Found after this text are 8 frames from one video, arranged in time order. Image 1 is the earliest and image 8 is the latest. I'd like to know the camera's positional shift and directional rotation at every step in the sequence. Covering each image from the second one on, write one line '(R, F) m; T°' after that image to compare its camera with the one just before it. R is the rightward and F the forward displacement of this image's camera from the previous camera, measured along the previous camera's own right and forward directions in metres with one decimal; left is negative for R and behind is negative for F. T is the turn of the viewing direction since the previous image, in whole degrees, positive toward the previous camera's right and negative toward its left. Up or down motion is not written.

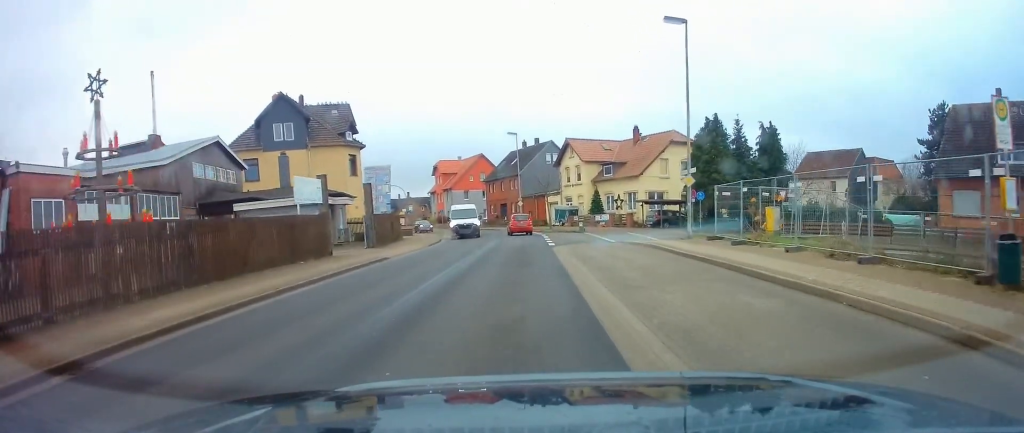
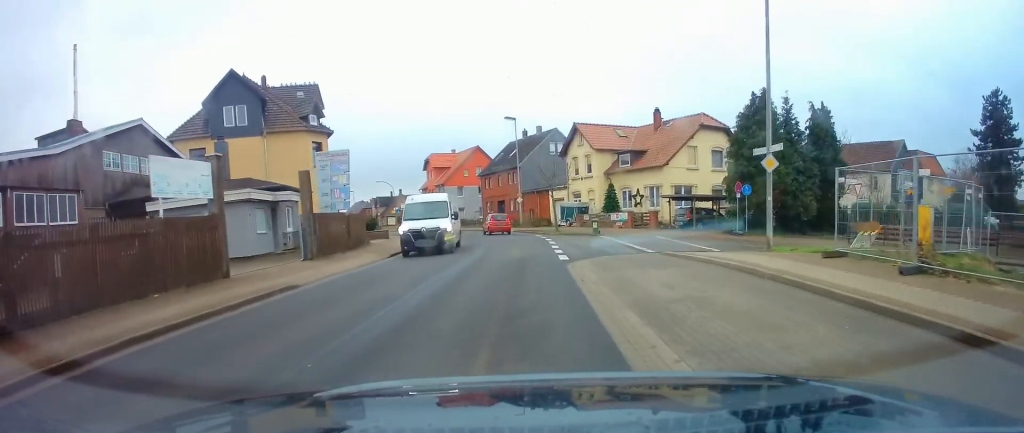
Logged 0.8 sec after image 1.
(+0.2, +9.0) m; 0°
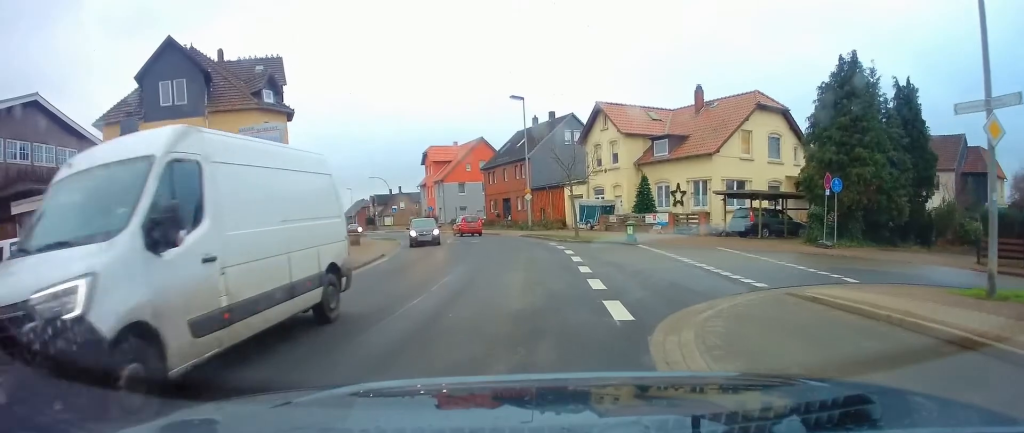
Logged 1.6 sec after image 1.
(-0.2, +9.5) m; -1°
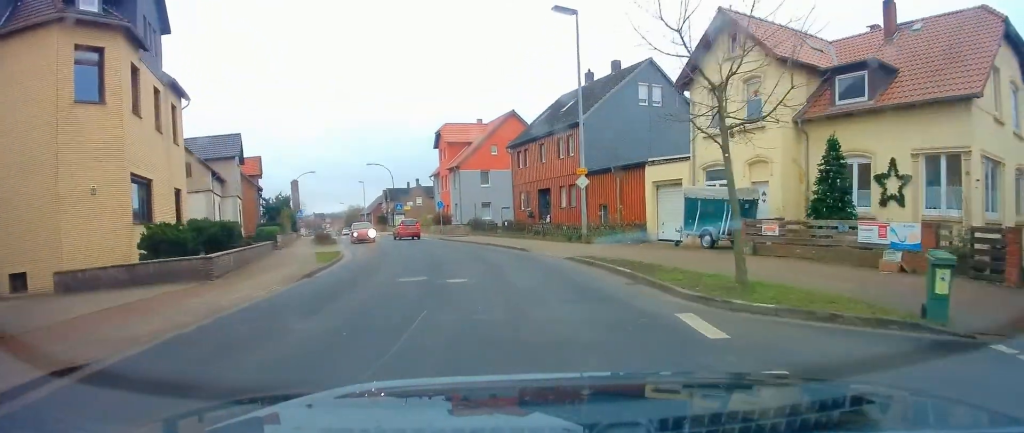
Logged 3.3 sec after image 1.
(-0.7, +19.1) m; -6°
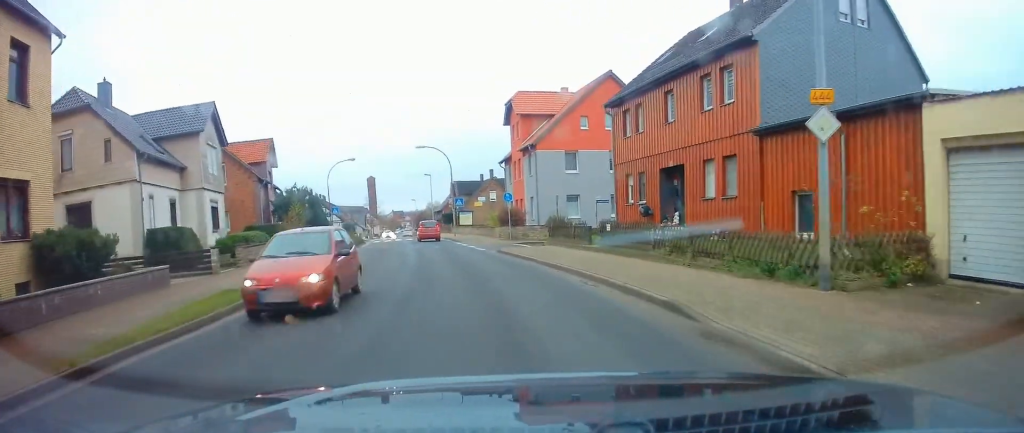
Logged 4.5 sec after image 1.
(-0.7, +14.5) m; -8°
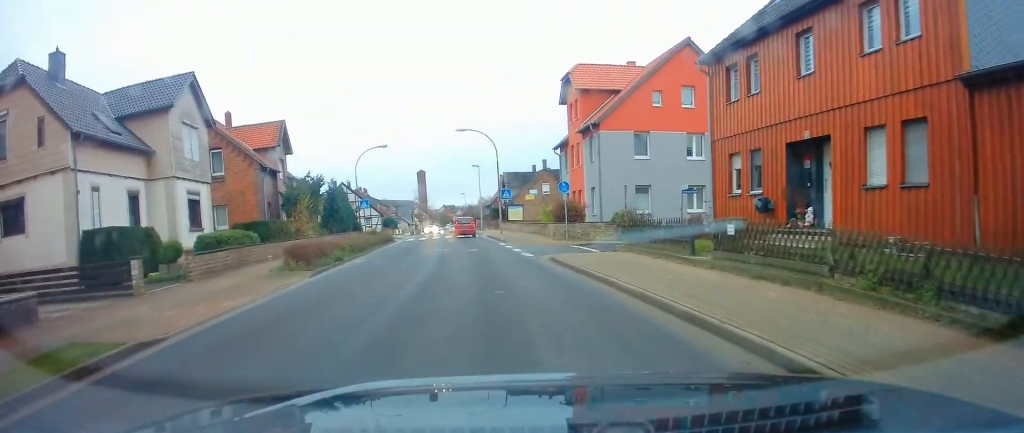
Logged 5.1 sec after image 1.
(-0.4, +6.9) m; -4°
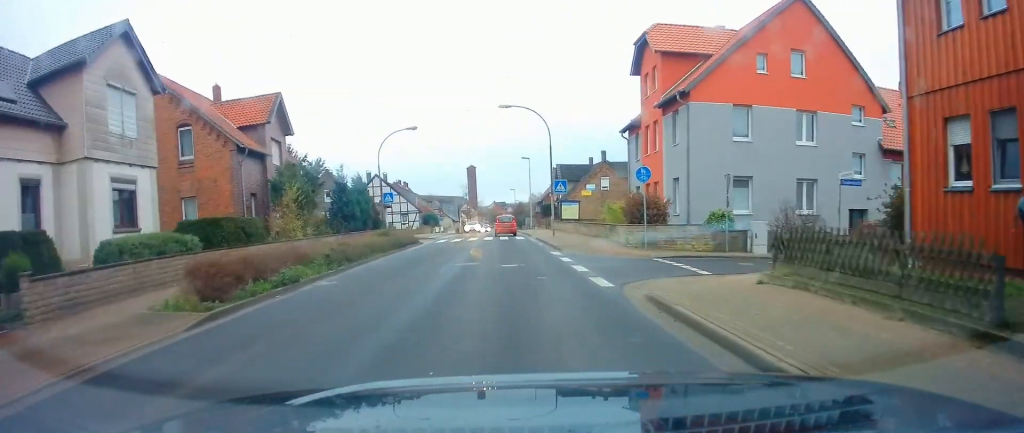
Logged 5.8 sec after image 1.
(-0.3, +8.2) m; -5°
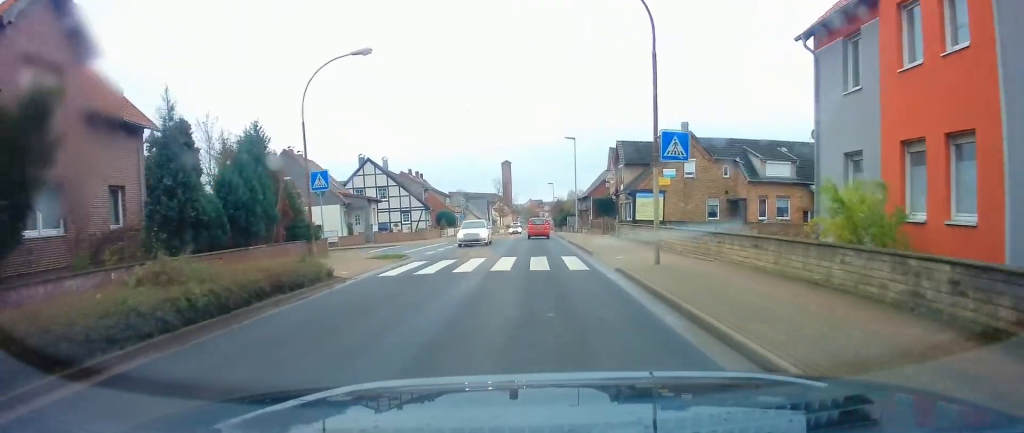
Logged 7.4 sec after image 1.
(-1.0, +19.7) m; -3°
